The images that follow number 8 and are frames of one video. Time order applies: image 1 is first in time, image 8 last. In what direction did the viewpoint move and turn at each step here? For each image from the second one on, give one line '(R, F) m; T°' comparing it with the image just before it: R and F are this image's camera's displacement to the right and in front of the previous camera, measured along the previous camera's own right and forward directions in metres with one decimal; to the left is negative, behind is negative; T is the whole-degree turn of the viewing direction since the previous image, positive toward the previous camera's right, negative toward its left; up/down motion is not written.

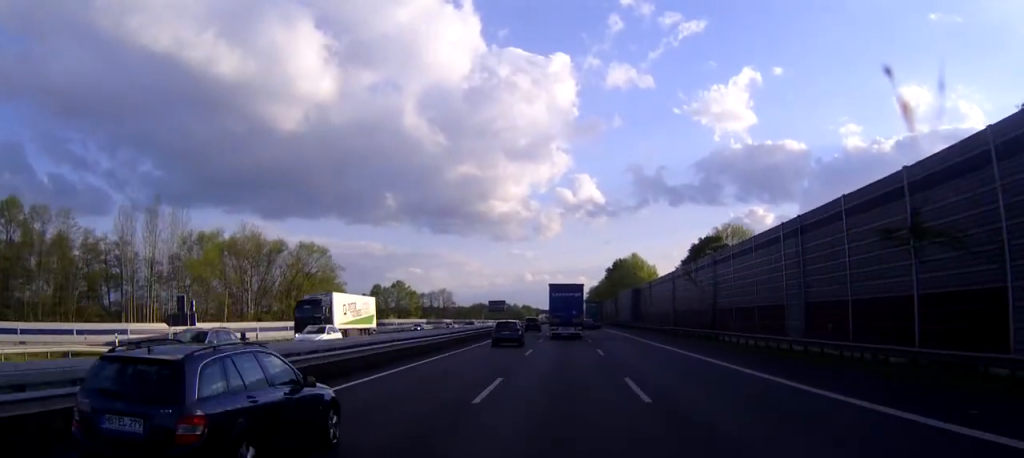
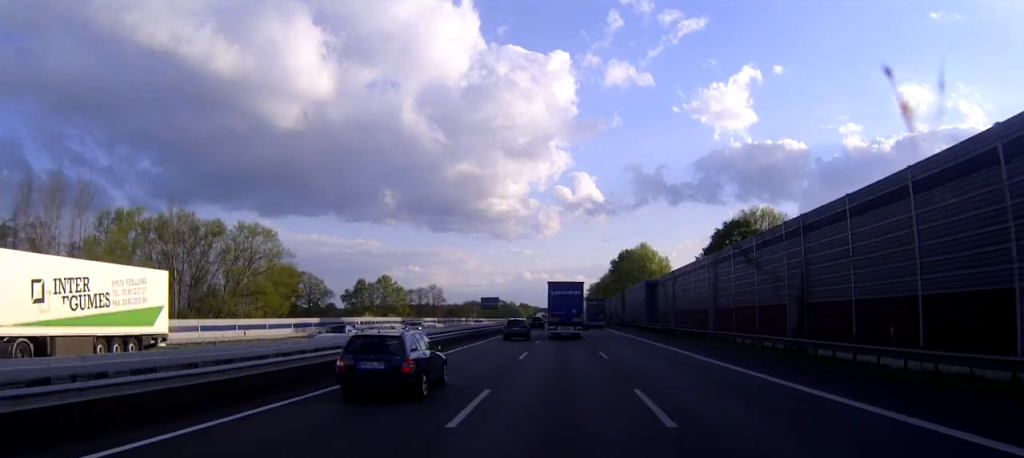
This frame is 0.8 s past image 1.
(0.0, +21.2) m; 0°
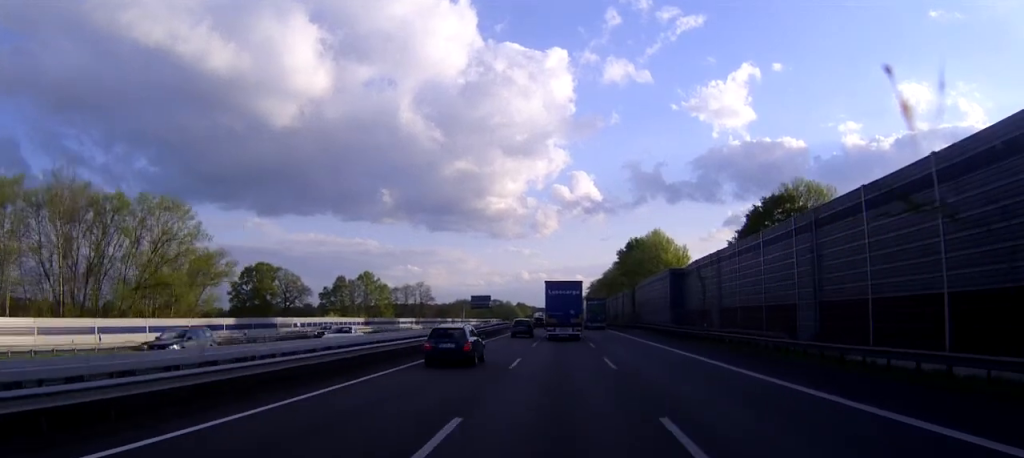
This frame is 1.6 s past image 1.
(-0.1, +22.9) m; 0°
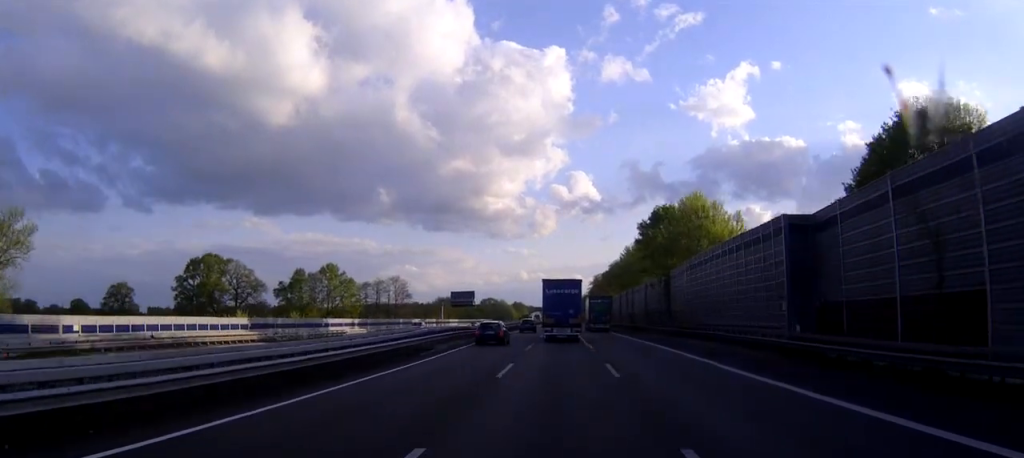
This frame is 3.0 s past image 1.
(+0.1, +38.9) m; 0°
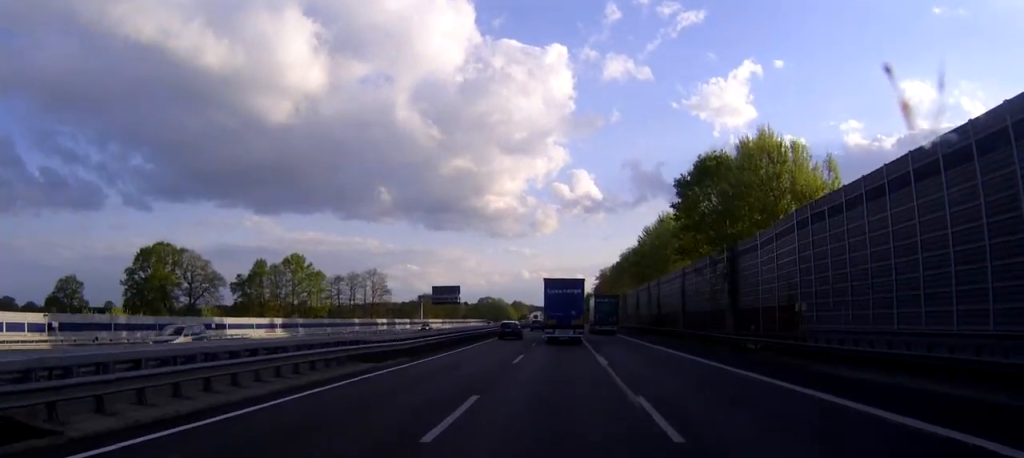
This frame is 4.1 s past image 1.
(0.0, +29.5) m; 0°
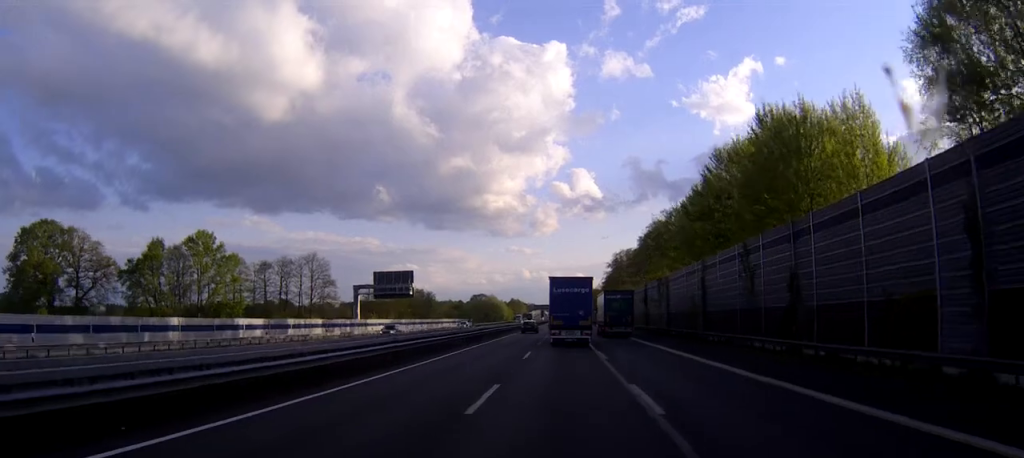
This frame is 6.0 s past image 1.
(+0.1, +50.4) m; 0°
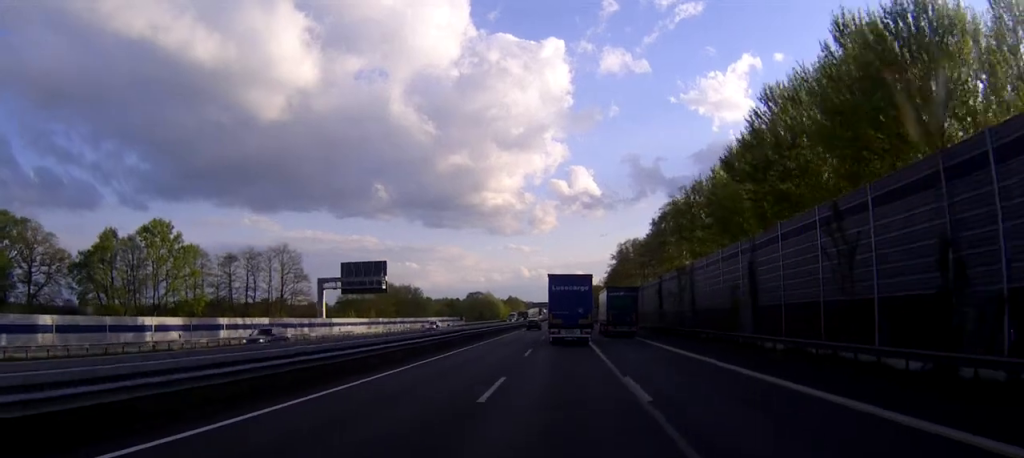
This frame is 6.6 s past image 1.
(0.0, +15.9) m; 0°
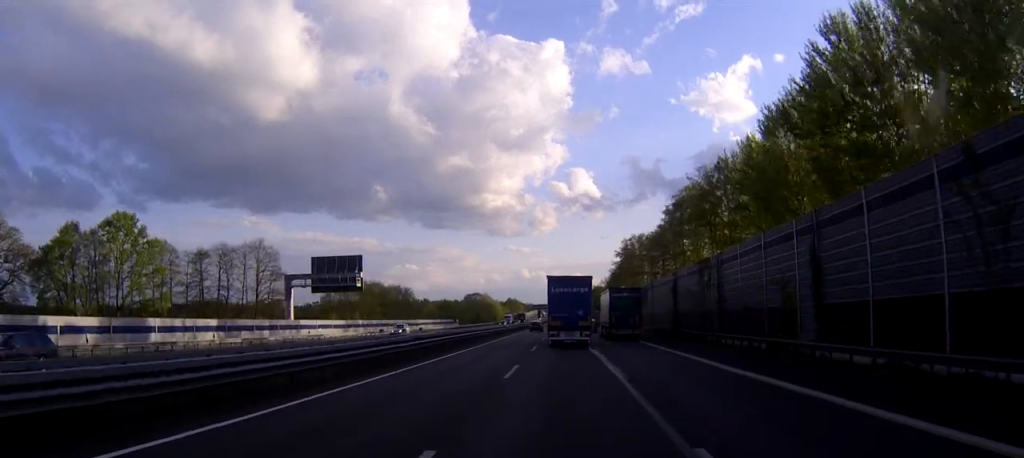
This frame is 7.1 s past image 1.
(0.0, +11.5) m; 0°
